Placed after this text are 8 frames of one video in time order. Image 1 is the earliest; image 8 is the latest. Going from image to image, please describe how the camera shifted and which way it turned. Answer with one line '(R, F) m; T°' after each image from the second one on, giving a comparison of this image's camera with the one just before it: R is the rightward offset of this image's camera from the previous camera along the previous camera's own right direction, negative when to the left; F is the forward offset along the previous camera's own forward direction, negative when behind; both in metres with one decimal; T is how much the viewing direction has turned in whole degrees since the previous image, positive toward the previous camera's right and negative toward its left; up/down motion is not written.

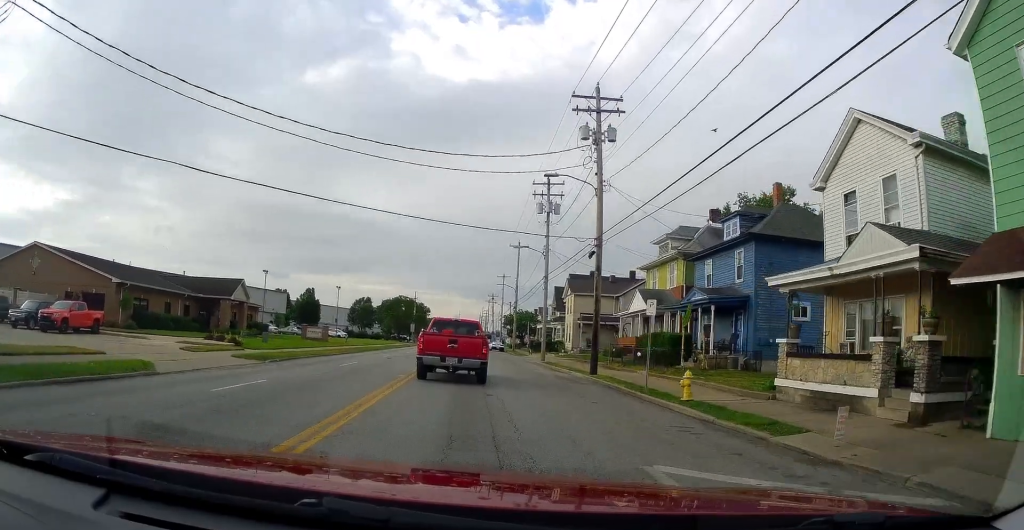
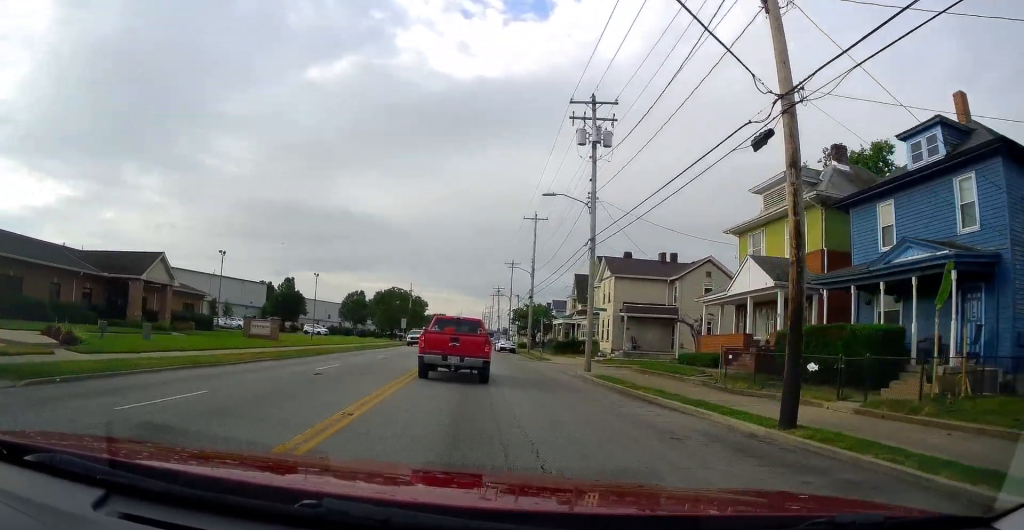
(+0.2, +15.9) m; 0°
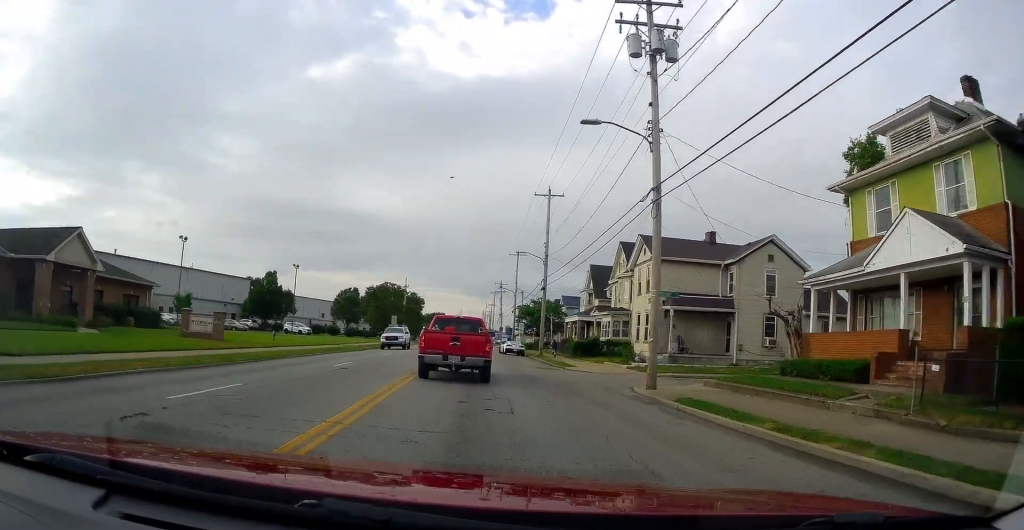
(+0.1, +10.1) m; -2°
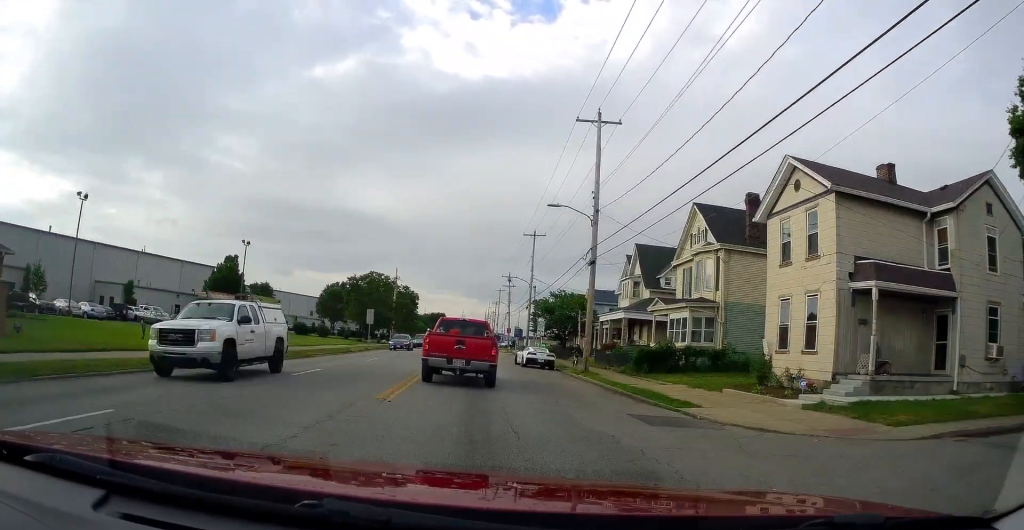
(-0.6, +17.7) m; -1°
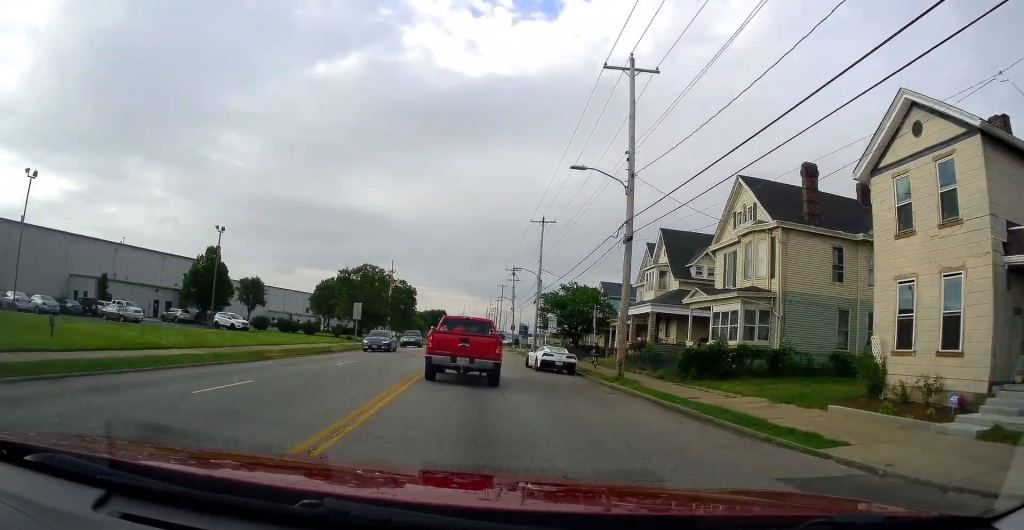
(+0.1, +6.6) m; 0°
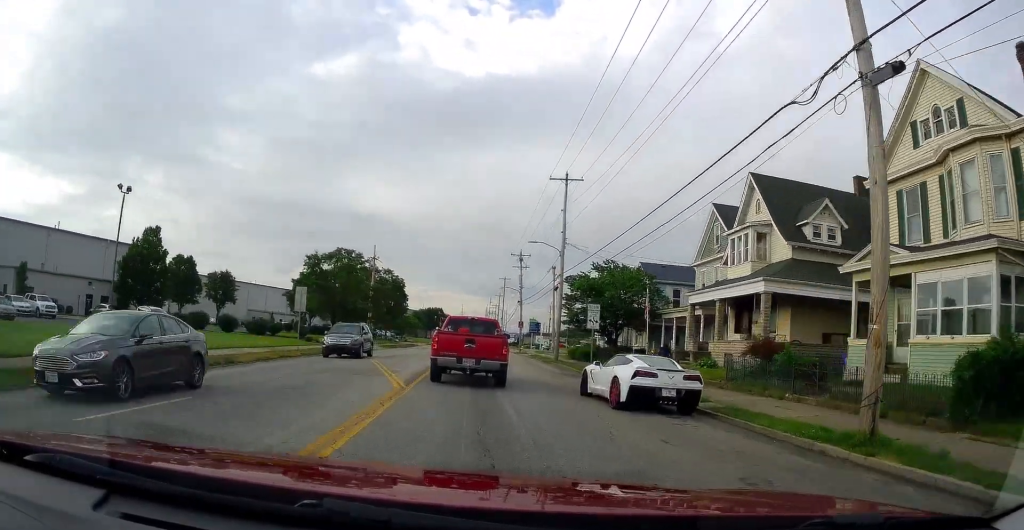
(0.0, +15.7) m; 0°
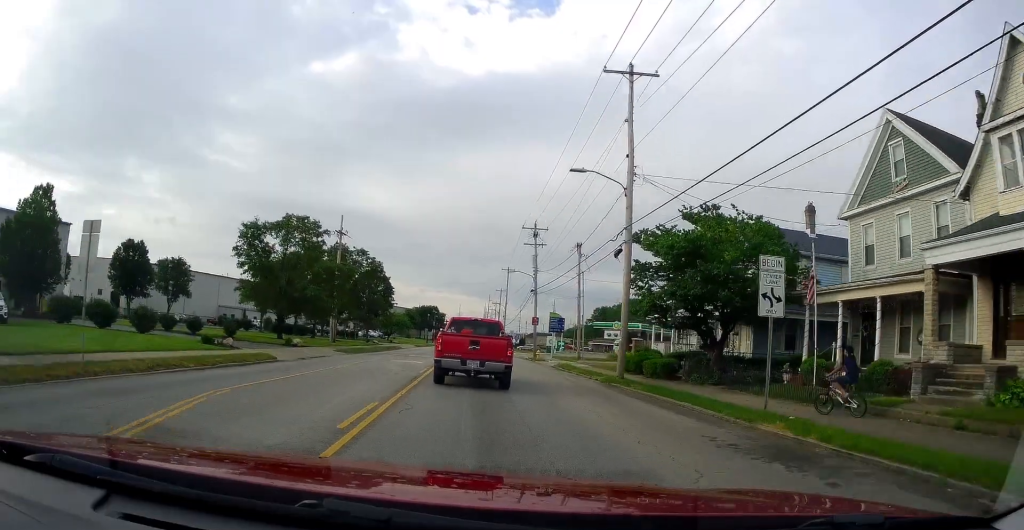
(+0.2, +18.9) m; +2°
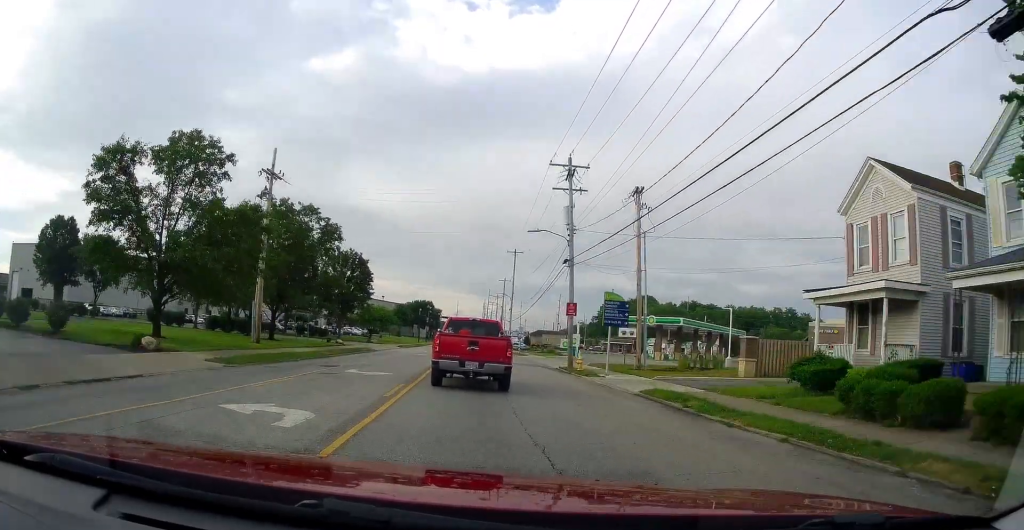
(+0.1, +20.8) m; -3°
